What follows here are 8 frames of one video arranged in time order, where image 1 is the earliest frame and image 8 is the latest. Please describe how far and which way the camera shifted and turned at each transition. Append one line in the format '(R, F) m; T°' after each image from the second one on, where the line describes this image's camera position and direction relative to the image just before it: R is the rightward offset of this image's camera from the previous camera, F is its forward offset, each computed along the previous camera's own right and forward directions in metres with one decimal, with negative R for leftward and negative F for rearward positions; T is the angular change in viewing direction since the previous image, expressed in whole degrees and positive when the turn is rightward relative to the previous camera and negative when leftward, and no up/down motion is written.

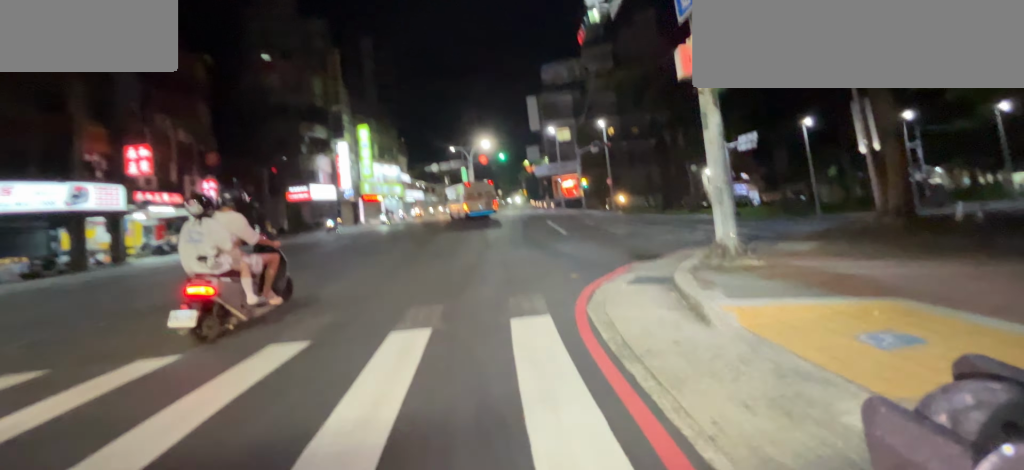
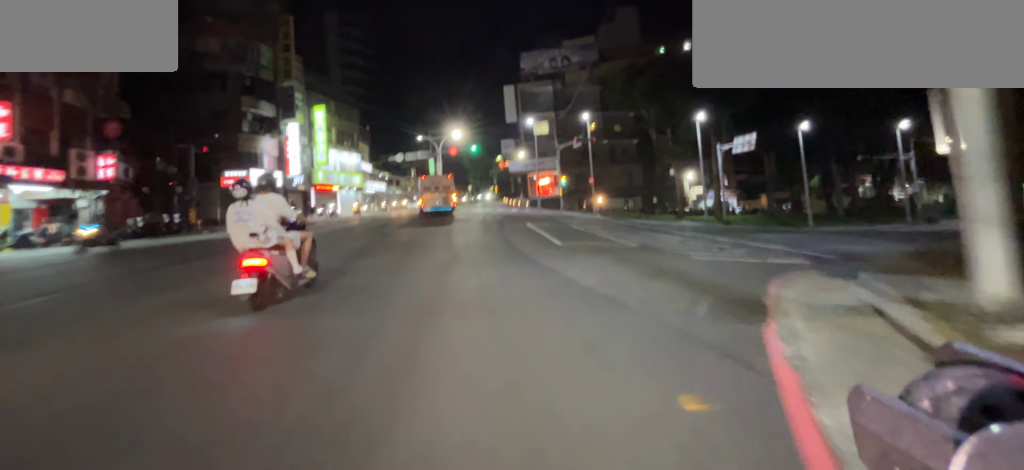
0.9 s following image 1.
(0.0, +4.6) m; 0°
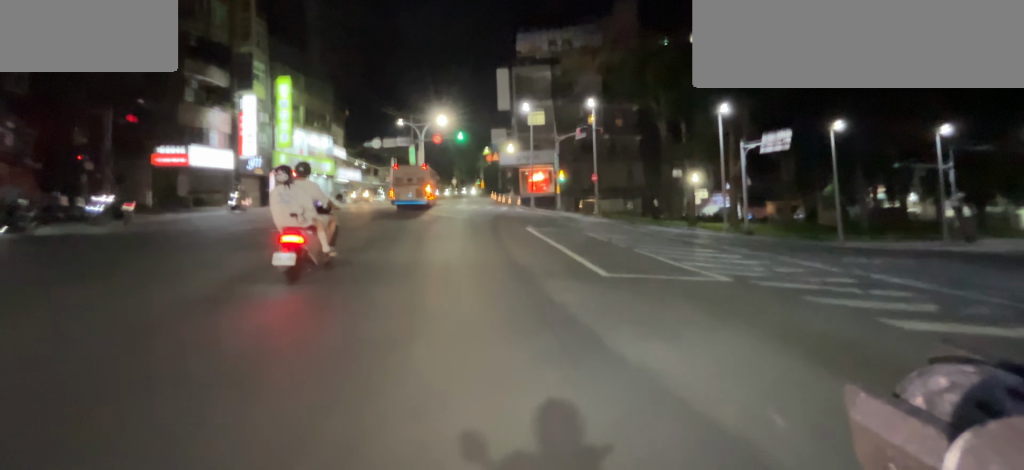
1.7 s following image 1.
(0.0, +5.1) m; 0°
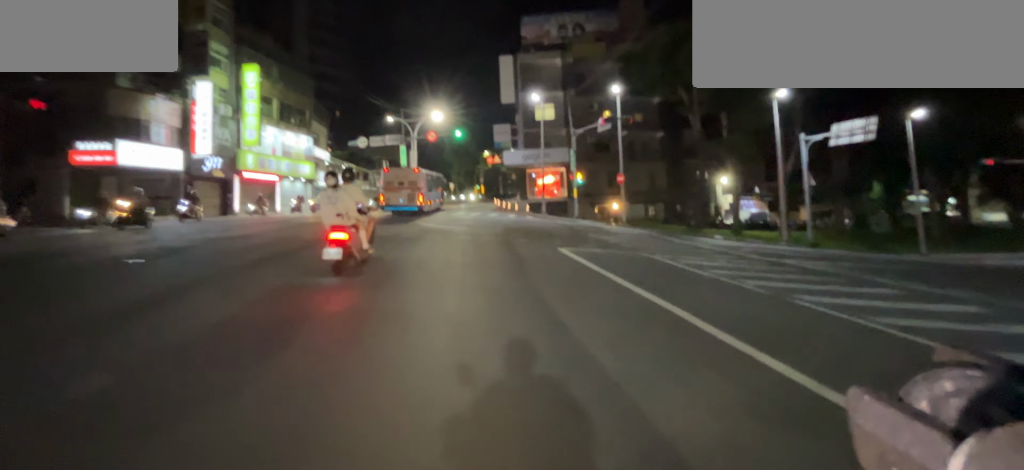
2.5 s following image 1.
(0.0, +5.6) m; 0°
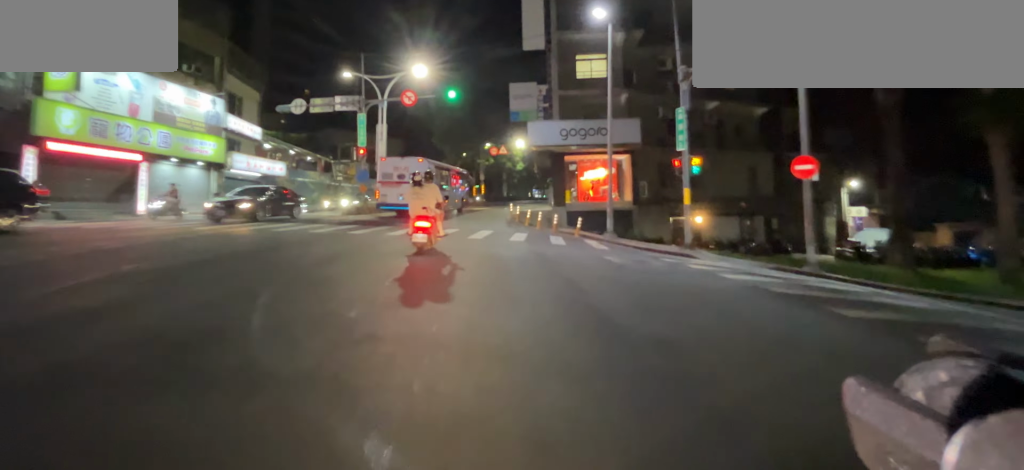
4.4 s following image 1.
(+0.1, +11.8) m; +1°
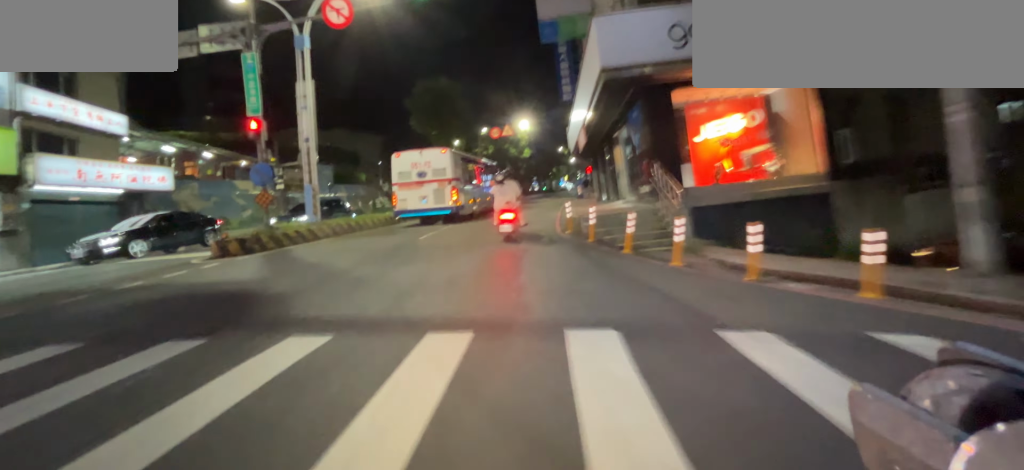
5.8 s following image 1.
(0.0, +9.0) m; +5°
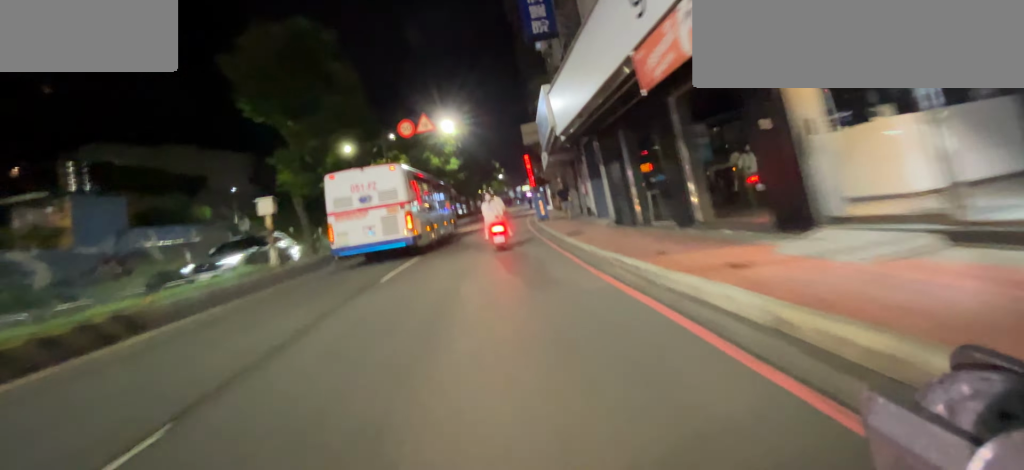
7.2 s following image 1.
(+1.3, +11.7) m; +9°
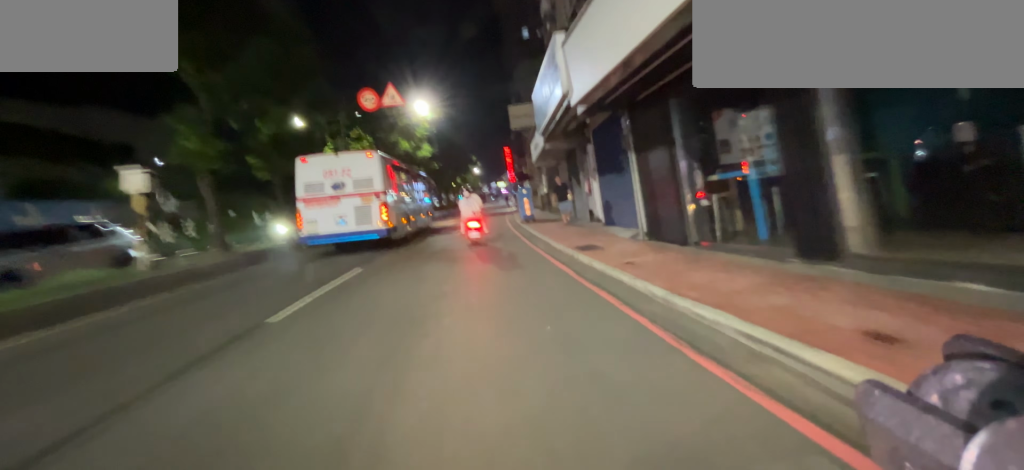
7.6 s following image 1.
(+0.2, +4.2) m; +1°
